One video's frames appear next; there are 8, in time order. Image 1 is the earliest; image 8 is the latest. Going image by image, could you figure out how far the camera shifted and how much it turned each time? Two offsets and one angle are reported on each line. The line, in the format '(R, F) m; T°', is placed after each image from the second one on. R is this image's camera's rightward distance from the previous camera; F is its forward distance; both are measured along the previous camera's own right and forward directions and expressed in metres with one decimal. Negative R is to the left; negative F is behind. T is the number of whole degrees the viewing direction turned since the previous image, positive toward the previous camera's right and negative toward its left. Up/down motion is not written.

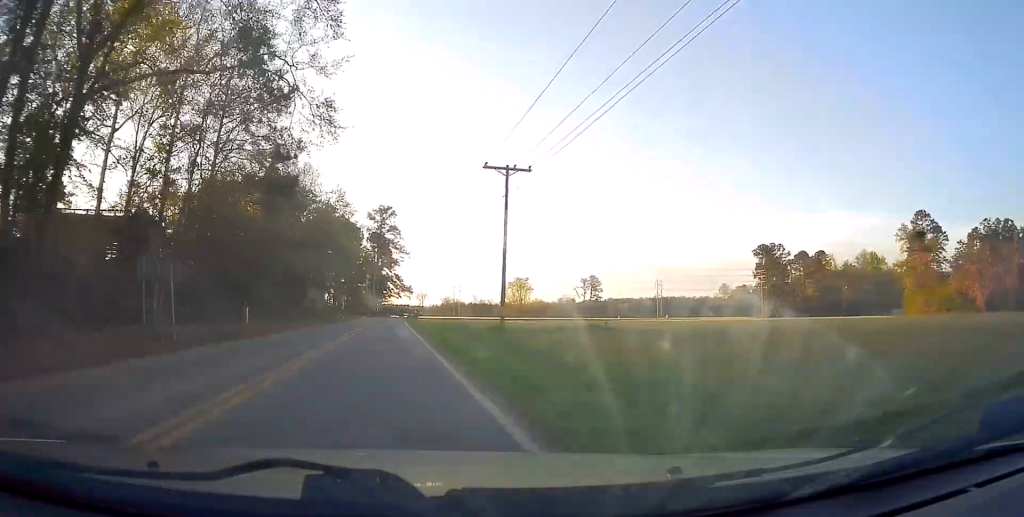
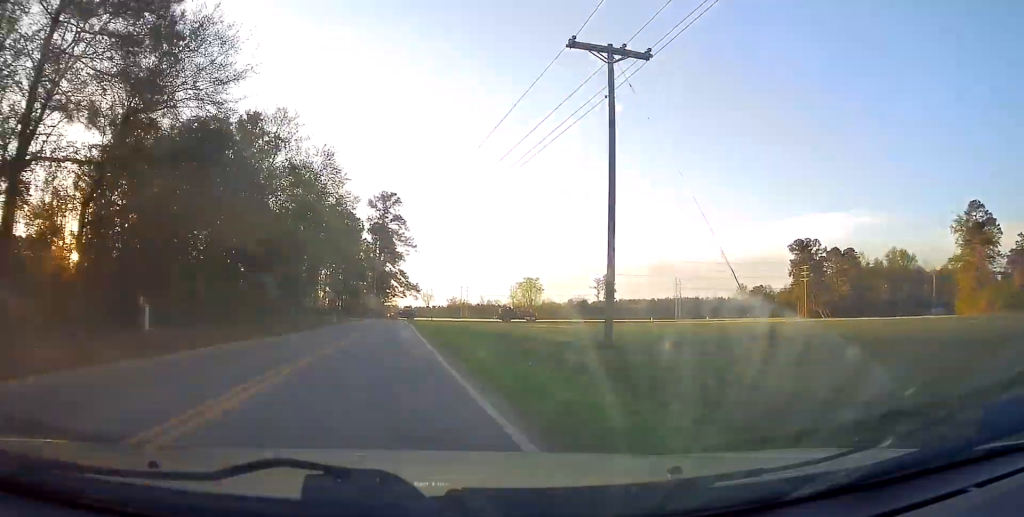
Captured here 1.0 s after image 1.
(-0.2, +16.7) m; -1°
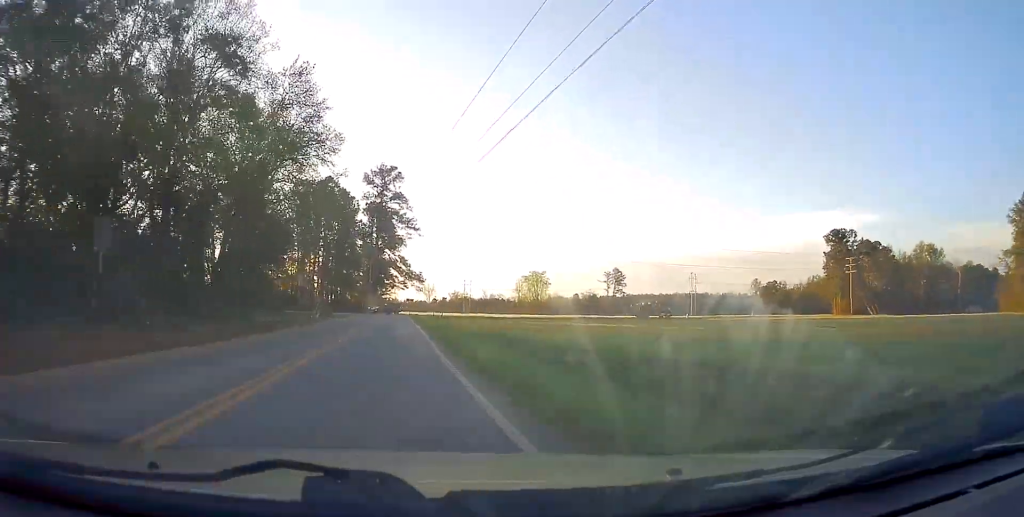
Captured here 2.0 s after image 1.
(-0.2, +17.1) m; 0°
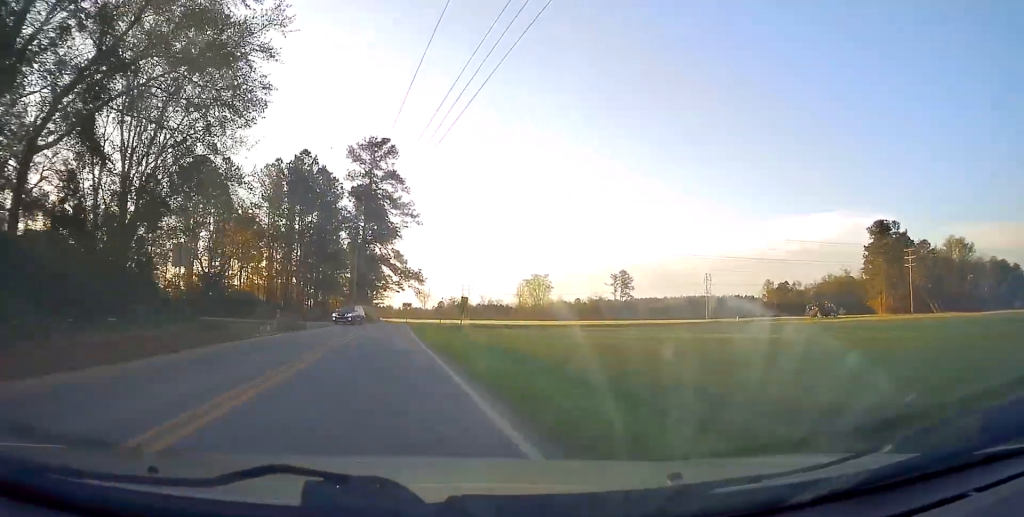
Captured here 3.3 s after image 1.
(+0.5, +24.9) m; +1°
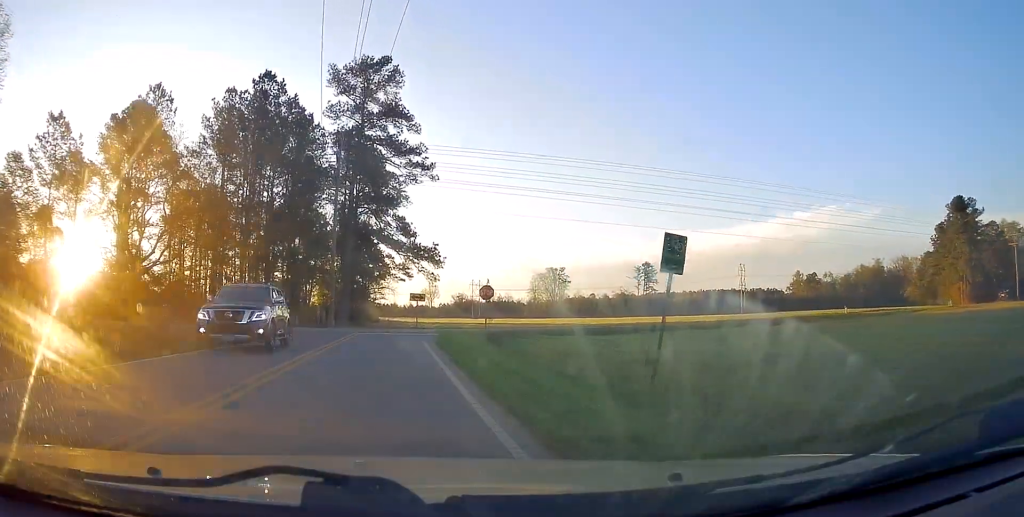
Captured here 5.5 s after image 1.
(-0.7, +32.7) m; -4°
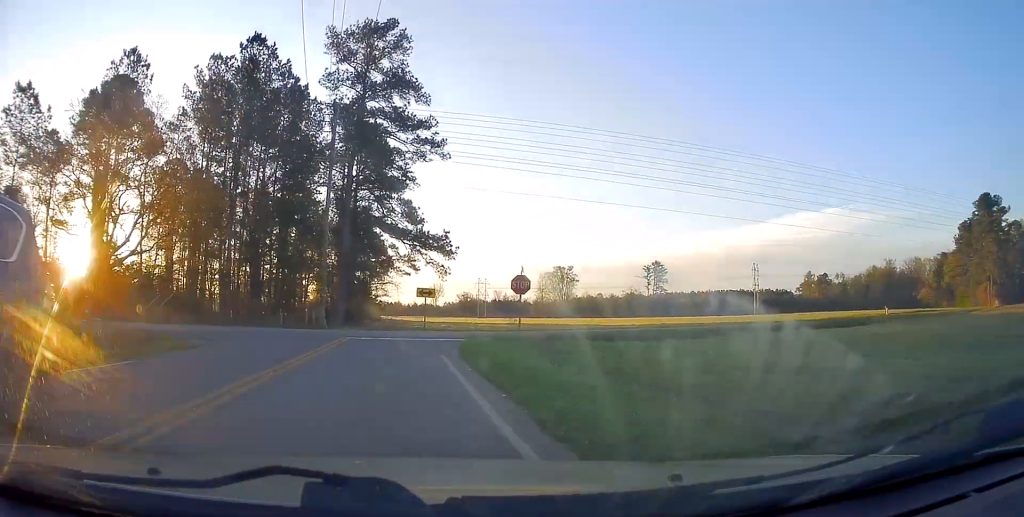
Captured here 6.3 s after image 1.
(-0.1, +10.0) m; 0°
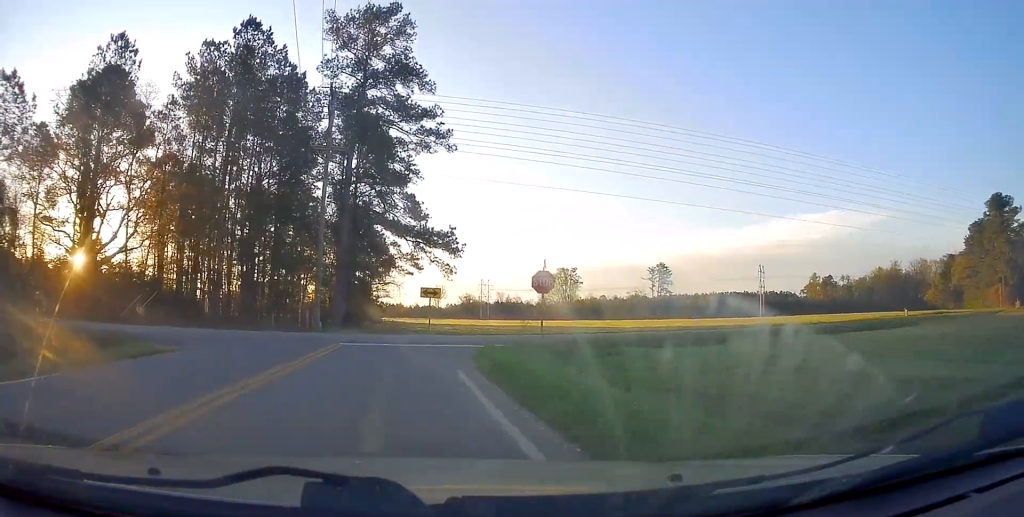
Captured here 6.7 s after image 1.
(-0.1, +4.7) m; 0°
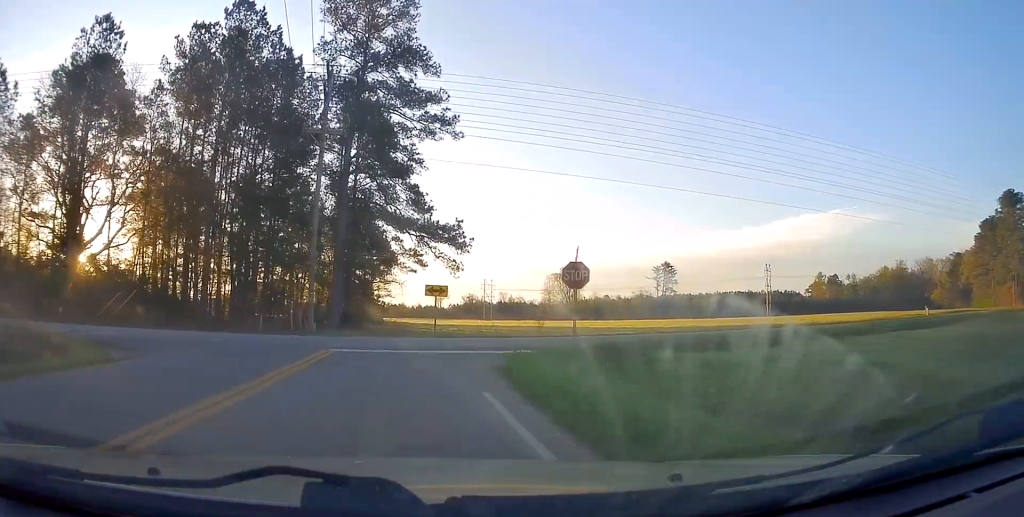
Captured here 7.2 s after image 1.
(0.0, +5.0) m; 0°
